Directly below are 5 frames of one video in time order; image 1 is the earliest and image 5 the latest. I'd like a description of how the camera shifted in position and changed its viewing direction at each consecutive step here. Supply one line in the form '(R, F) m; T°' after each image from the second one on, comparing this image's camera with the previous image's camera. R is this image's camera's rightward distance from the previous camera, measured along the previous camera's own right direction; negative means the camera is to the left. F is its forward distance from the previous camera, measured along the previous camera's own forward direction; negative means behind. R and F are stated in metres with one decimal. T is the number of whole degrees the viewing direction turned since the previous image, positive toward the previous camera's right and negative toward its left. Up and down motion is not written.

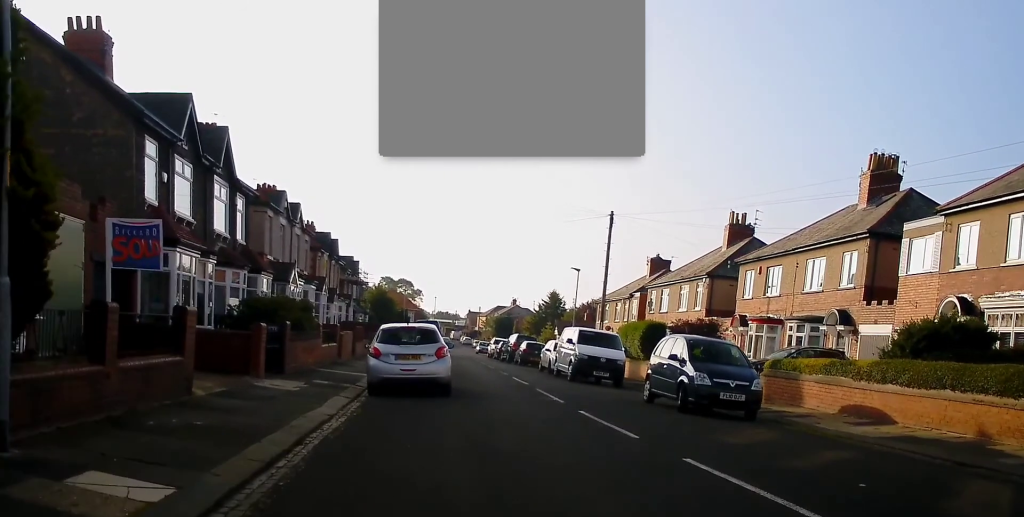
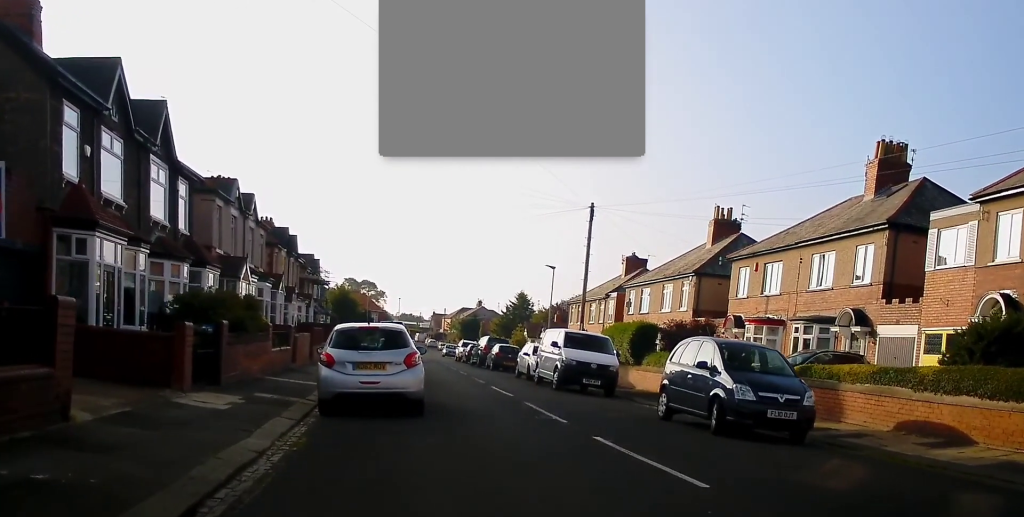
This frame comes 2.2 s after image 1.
(+0.1, +4.1) m; -1°
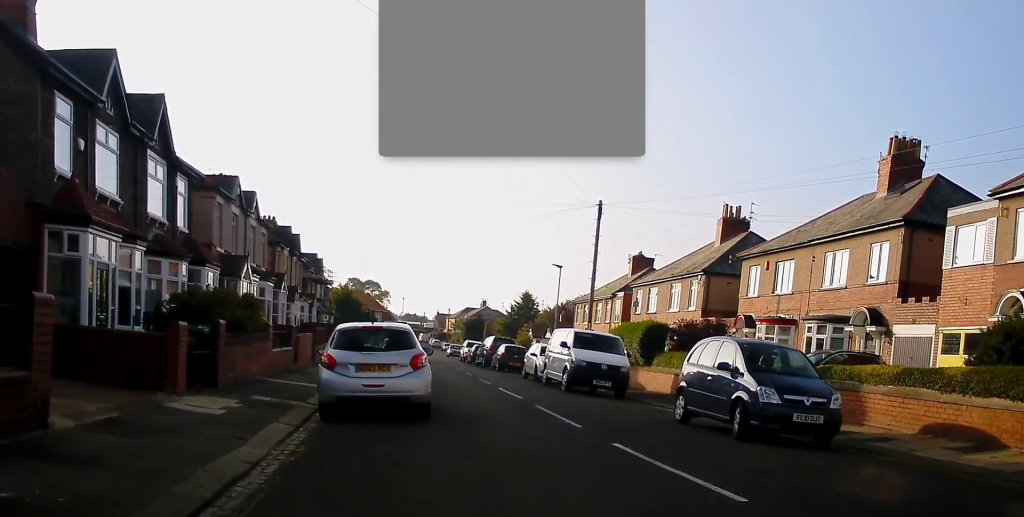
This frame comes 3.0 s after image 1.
(-0.1, +0.8) m; 0°
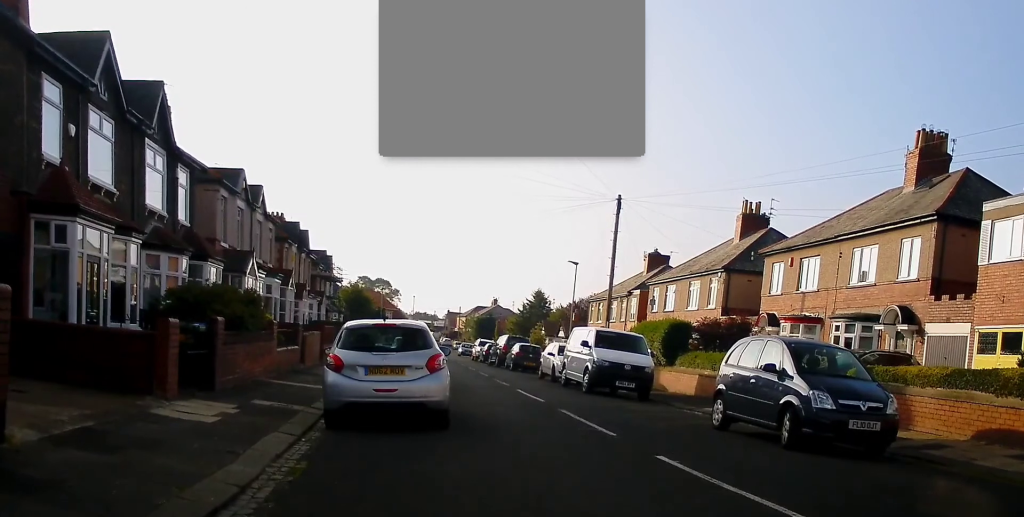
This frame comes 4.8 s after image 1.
(-0.1, +1.3) m; 0°
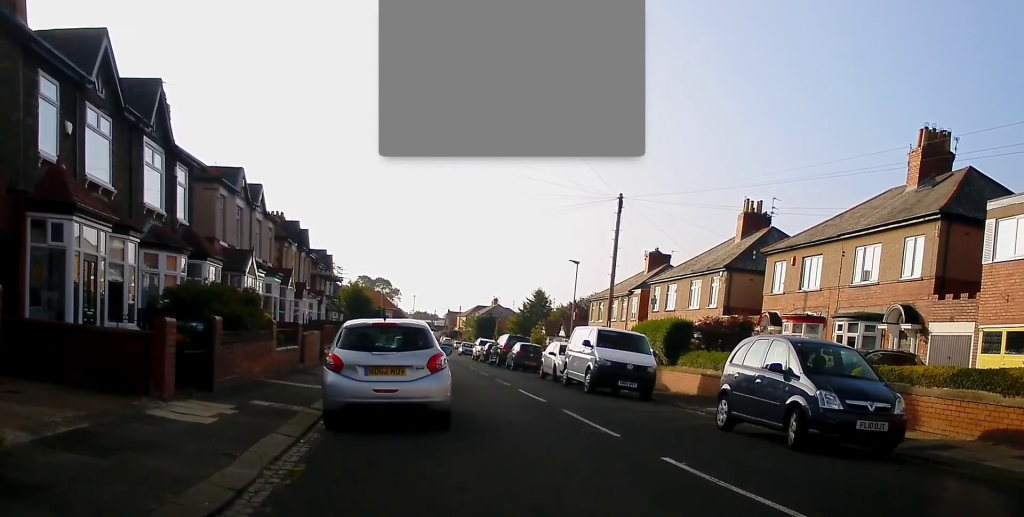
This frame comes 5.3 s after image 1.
(+0.1, +0.2) m; 0°
